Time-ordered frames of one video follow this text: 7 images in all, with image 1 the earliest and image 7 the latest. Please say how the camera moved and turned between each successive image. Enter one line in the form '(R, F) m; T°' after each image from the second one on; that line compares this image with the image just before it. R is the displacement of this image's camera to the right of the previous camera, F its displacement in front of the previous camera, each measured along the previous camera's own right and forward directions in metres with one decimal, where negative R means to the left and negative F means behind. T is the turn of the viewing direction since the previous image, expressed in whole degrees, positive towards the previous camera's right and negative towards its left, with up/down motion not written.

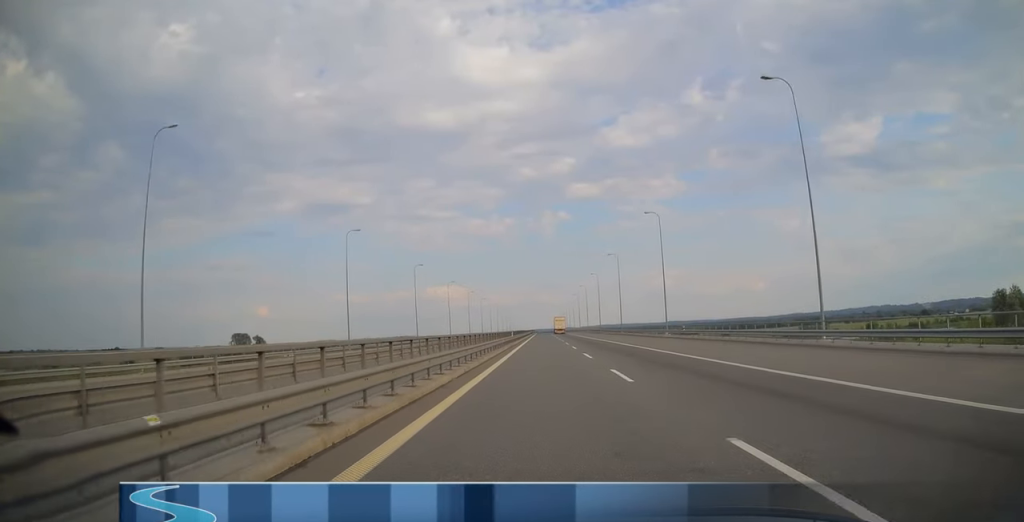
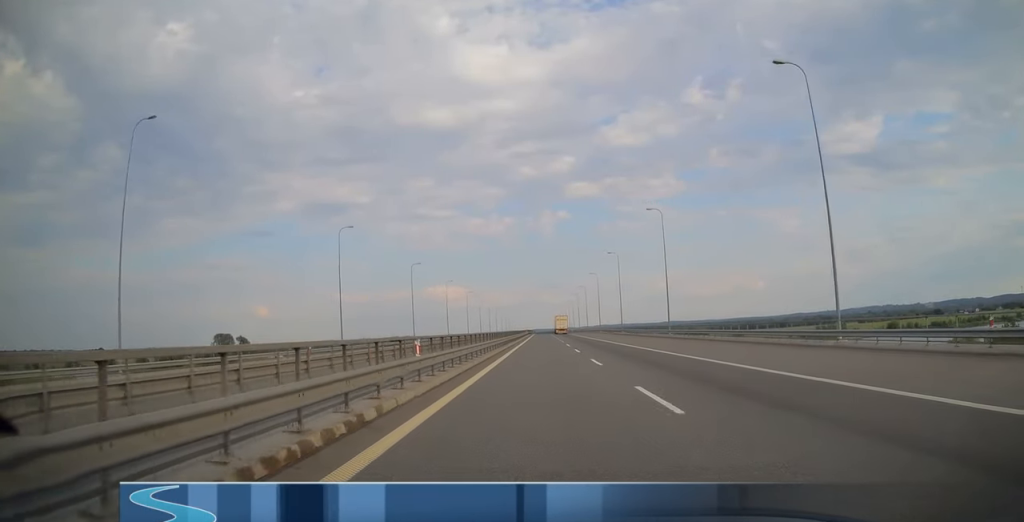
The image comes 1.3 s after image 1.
(0.0, +41.8) m; 0°
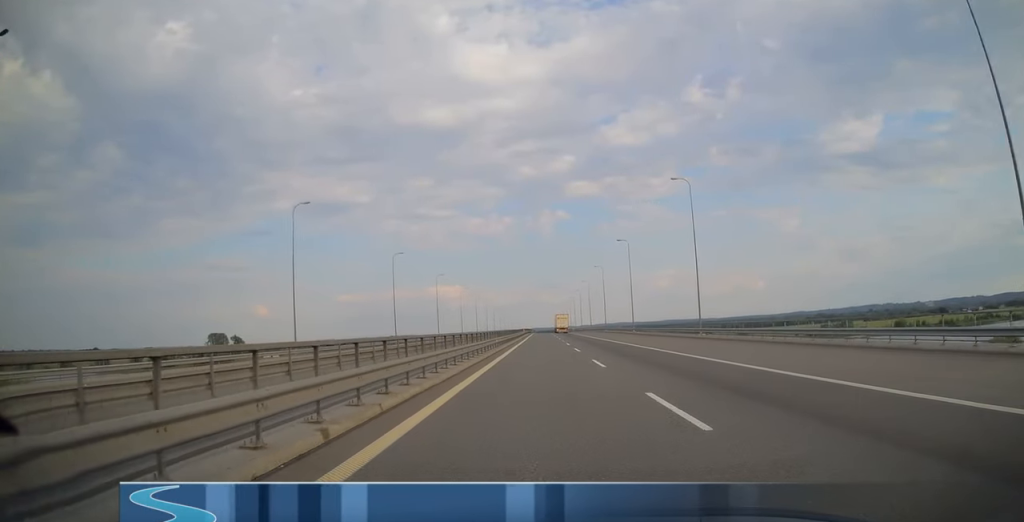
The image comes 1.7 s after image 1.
(0.0, +13.6) m; 0°
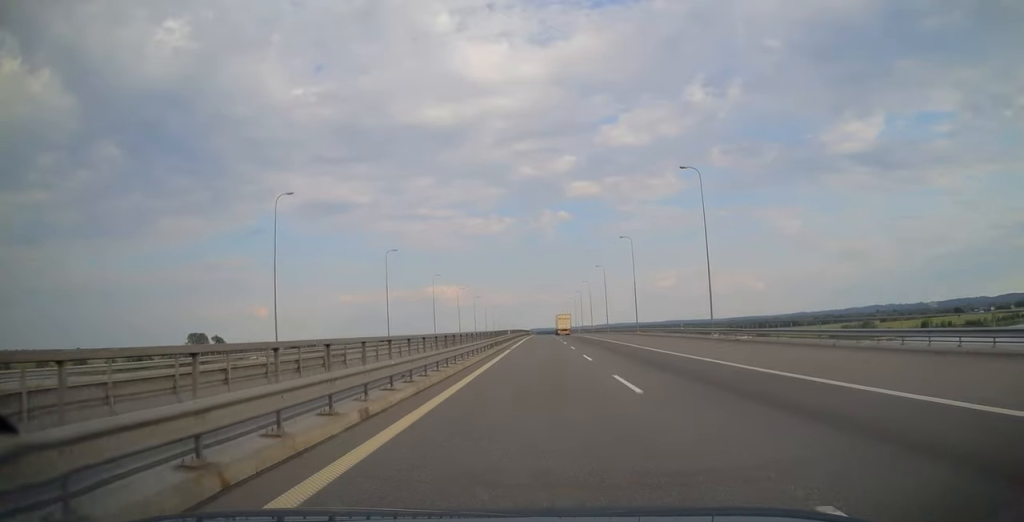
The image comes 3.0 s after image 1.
(+0.2, +44.0) m; 0°
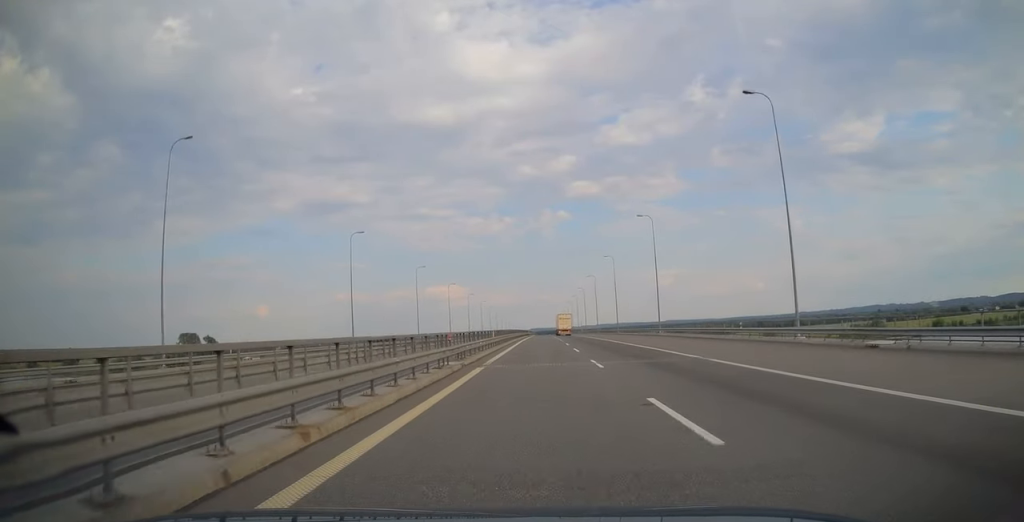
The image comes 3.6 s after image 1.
(0.0, +17.4) m; 0°
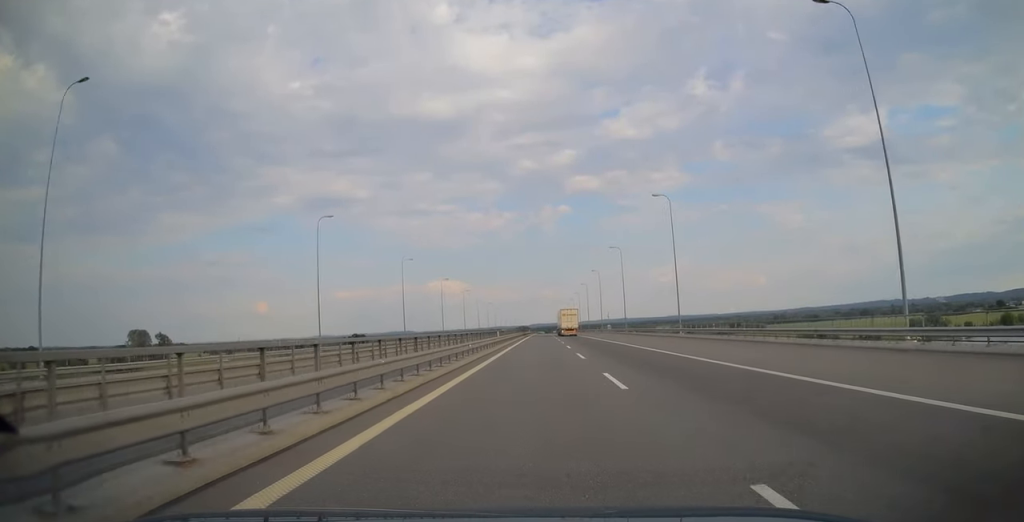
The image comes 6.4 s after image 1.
(-0.5, +90.5) m; 0°
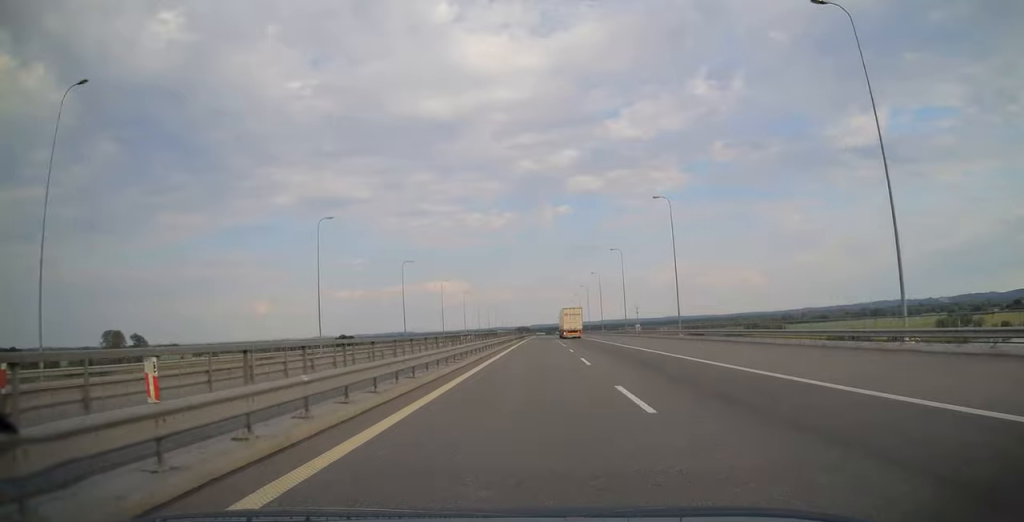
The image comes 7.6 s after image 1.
(0.0, +39.6) m; 0°
